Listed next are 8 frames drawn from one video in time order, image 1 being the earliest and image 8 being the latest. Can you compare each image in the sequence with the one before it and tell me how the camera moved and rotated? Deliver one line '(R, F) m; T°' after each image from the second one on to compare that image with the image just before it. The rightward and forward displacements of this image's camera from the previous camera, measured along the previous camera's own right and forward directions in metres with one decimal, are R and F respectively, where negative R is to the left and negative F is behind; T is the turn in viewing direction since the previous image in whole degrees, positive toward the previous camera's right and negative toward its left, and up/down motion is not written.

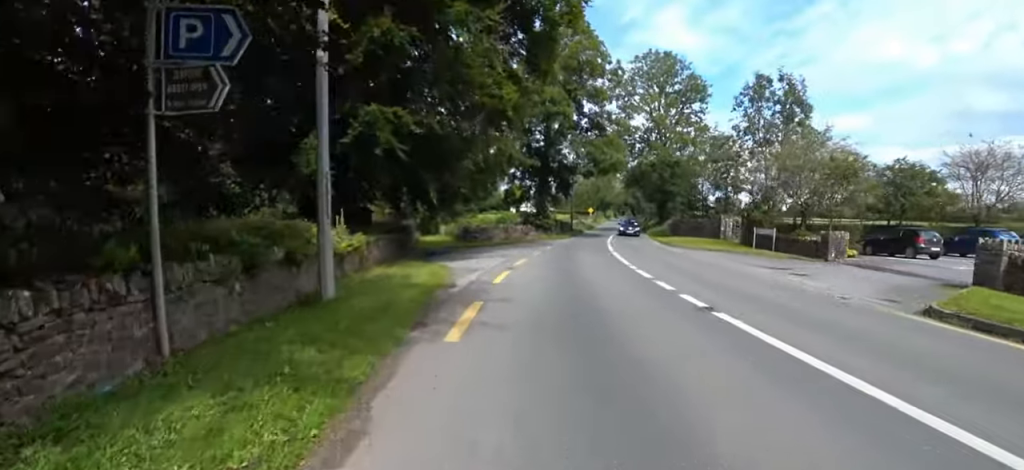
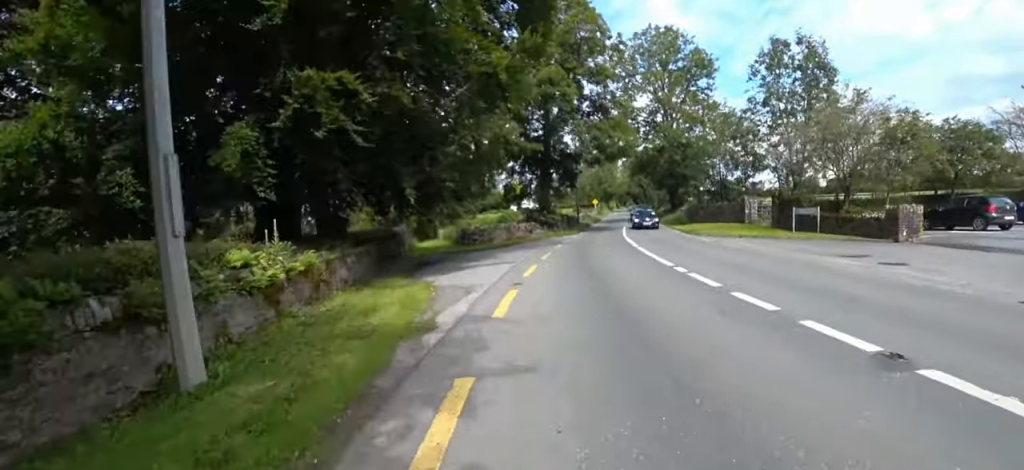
(+0.2, +3.1) m; +2°
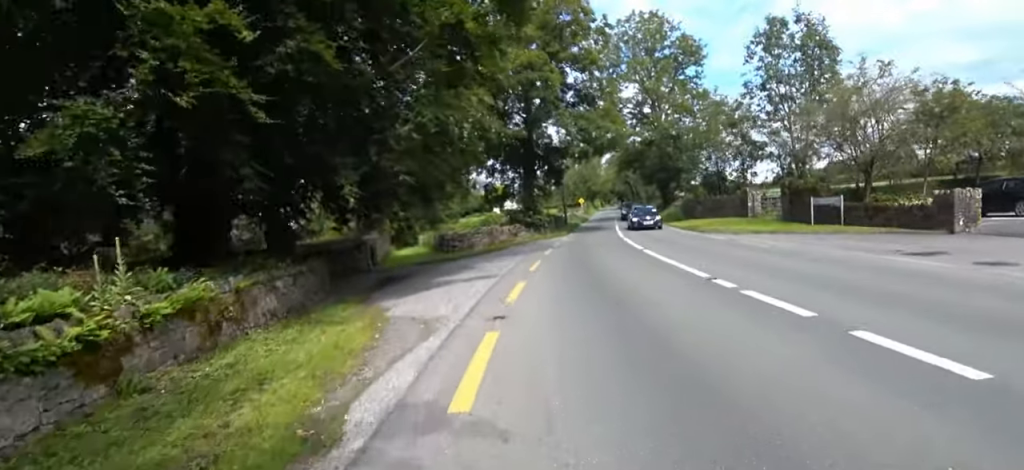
(-0.1, +2.7) m; 0°
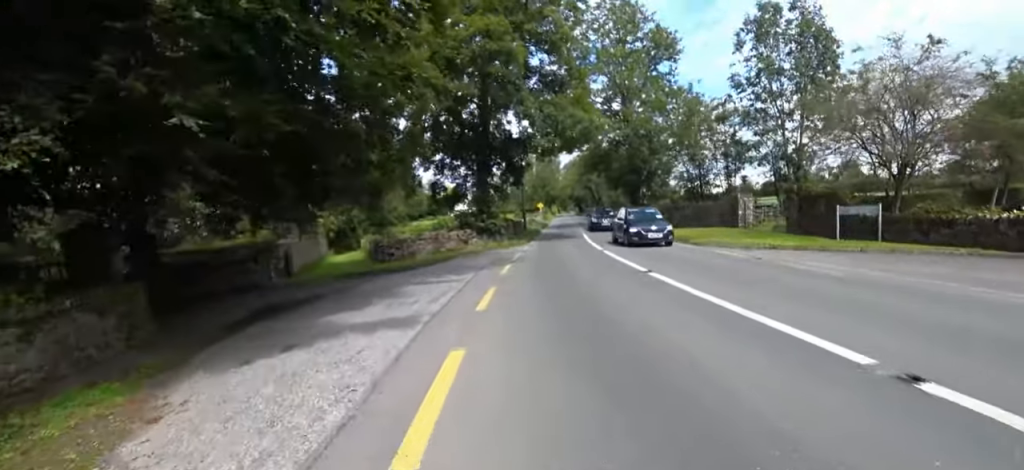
(-0.1, +4.4) m; -2°
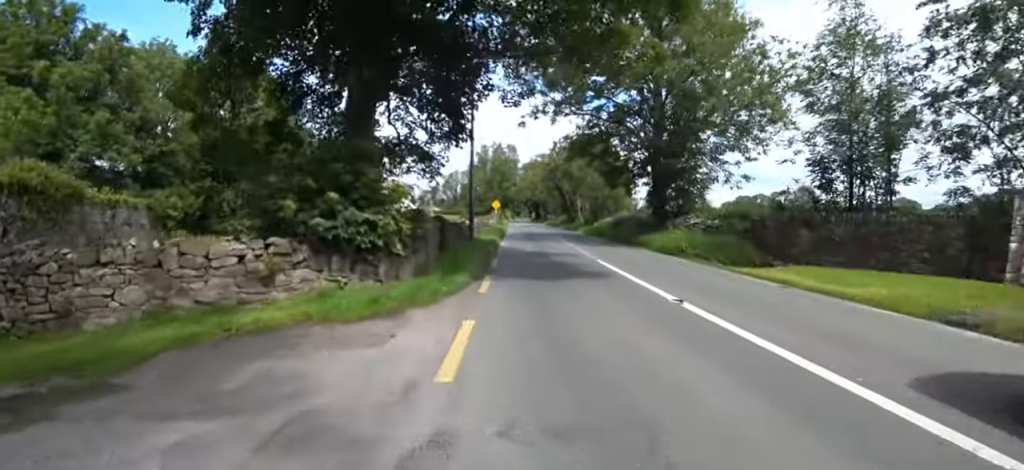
(+0.2, +14.6) m; +9°
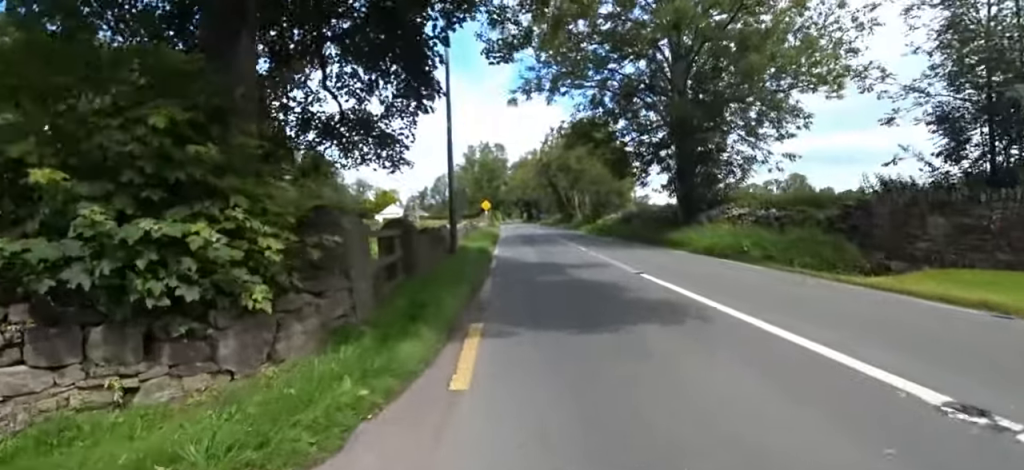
(+0.2, +4.1) m; 0°
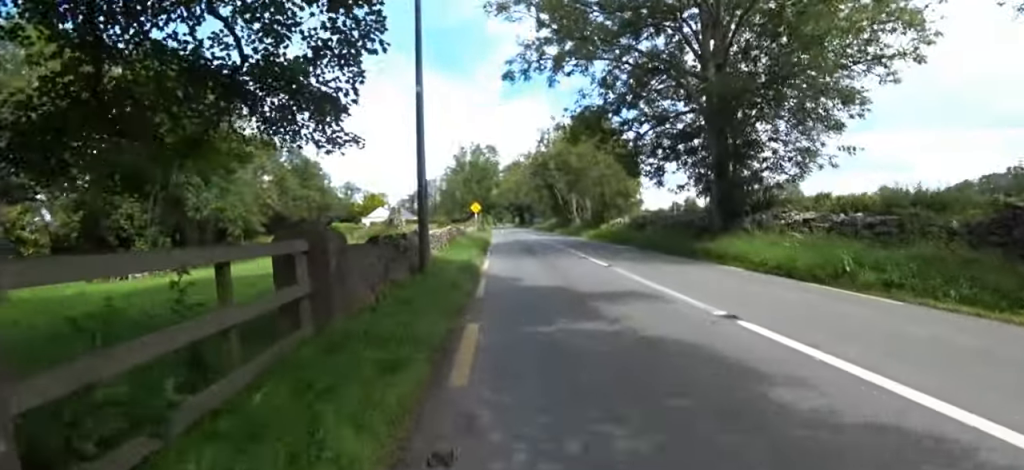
(-0.1, +3.5) m; -5°
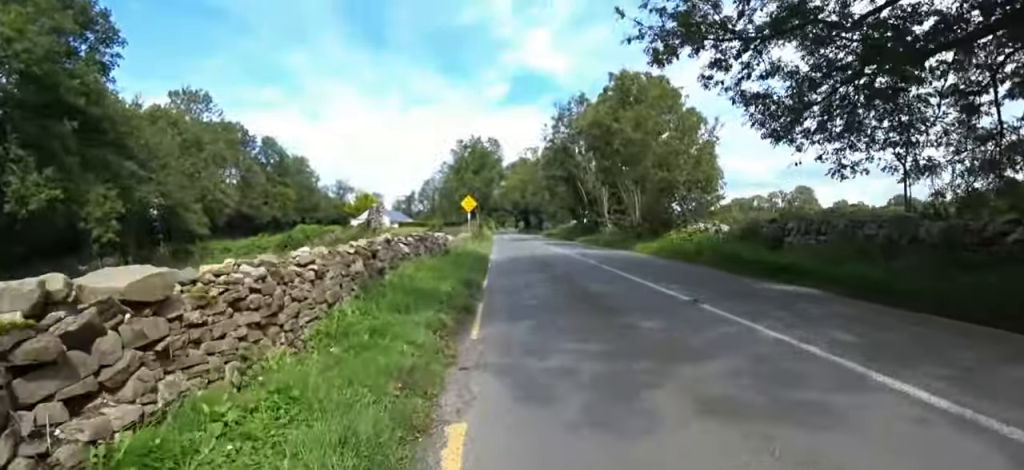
(-0.3, +11.0) m; +2°
